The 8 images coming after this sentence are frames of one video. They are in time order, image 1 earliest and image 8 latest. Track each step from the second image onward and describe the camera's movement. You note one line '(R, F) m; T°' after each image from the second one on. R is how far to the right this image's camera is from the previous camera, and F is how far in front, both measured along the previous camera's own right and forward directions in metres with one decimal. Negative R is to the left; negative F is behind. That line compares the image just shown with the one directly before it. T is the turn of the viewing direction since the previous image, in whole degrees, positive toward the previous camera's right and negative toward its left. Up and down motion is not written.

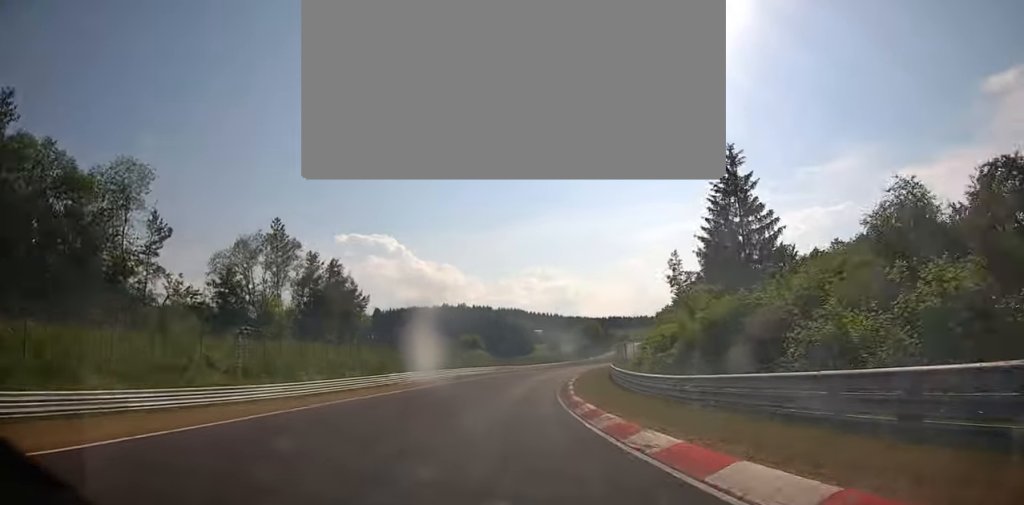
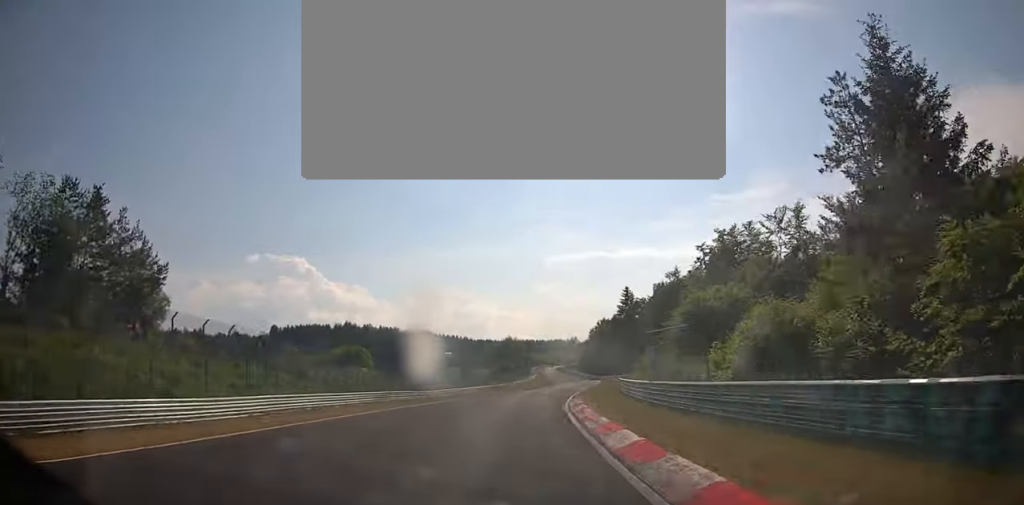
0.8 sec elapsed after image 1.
(+1.6, +36.7) m; +5°
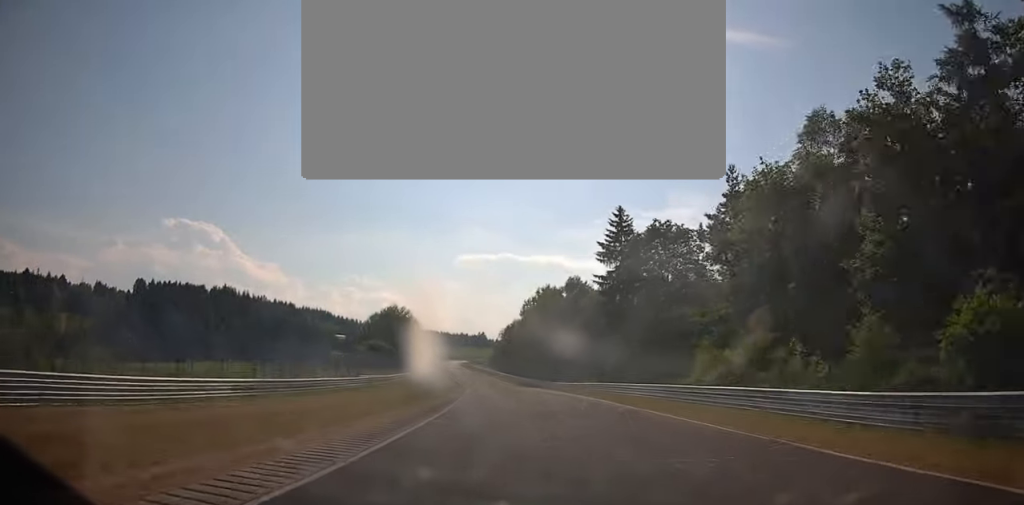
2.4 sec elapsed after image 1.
(+5.6, +69.1) m; +7°
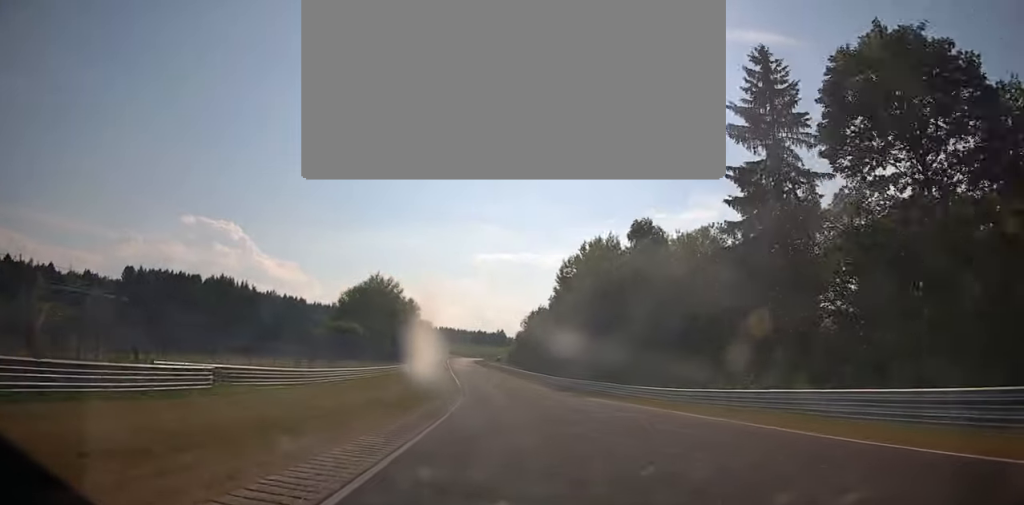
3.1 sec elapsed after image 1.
(+0.3, +35.5) m; 0°
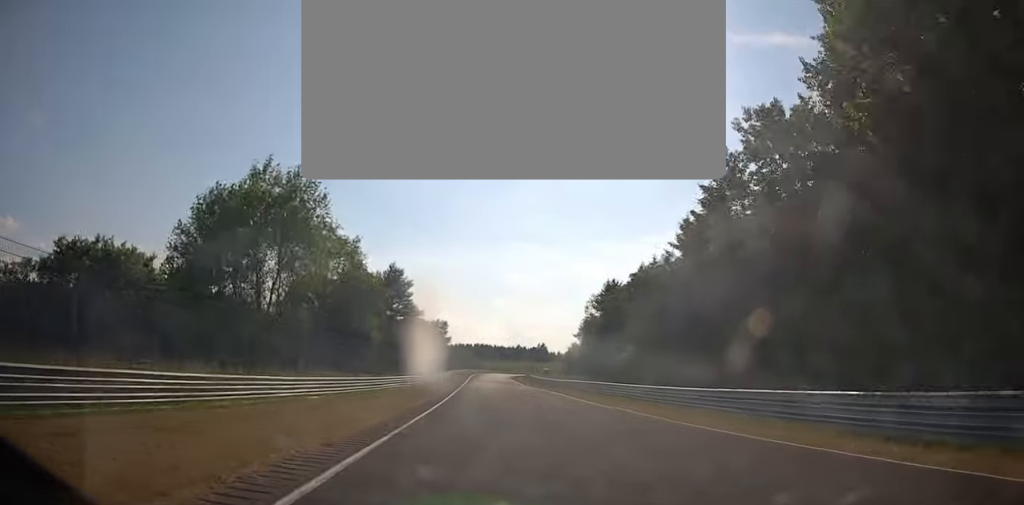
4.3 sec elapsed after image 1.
(-0.5, +55.7) m; -2°
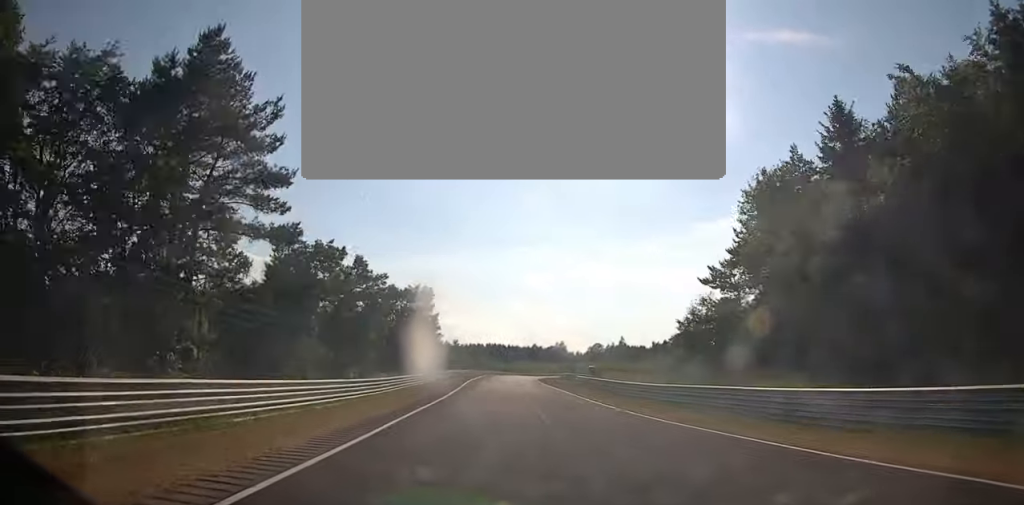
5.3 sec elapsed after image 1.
(-0.9, +50.4) m; -2°
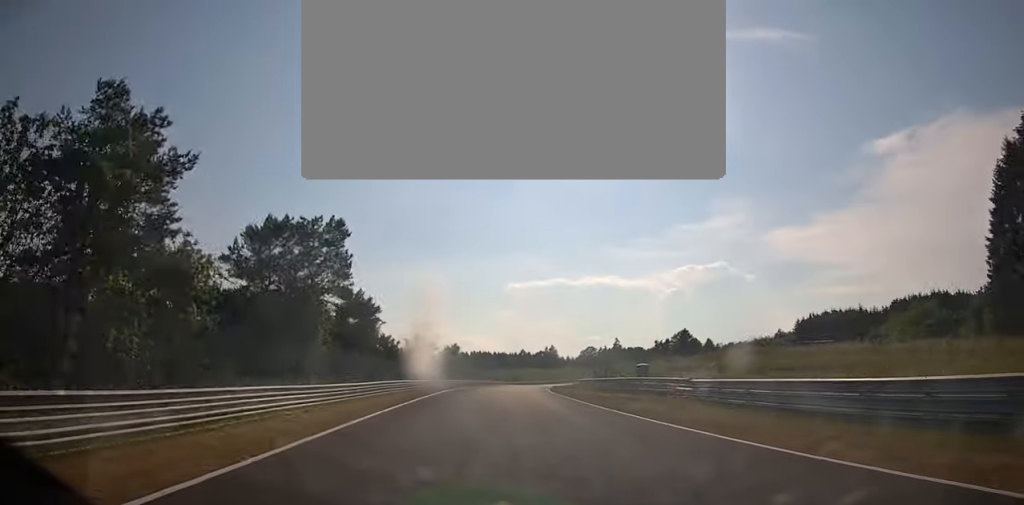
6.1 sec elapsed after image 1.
(-0.3, +37.1) m; +1°
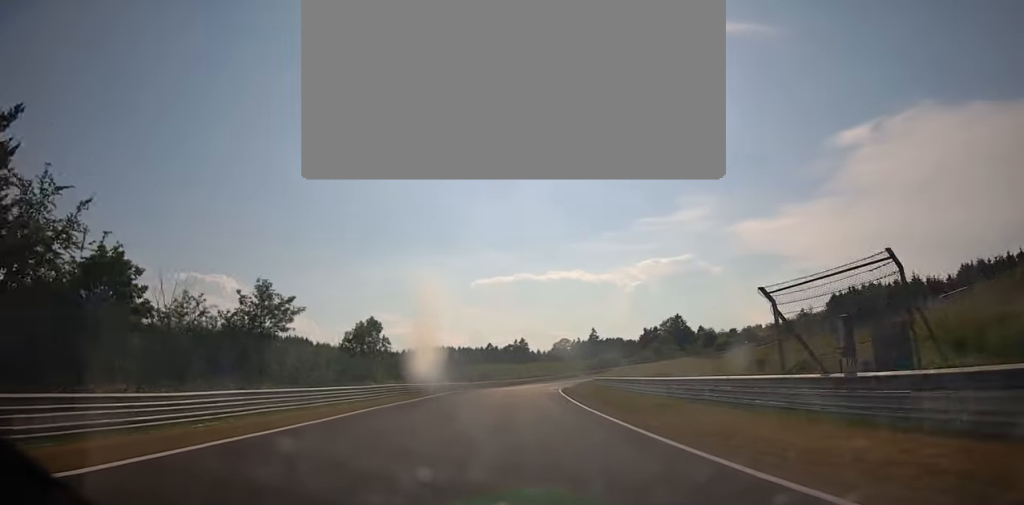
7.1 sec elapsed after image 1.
(+0.8, +43.7) m; +4°
